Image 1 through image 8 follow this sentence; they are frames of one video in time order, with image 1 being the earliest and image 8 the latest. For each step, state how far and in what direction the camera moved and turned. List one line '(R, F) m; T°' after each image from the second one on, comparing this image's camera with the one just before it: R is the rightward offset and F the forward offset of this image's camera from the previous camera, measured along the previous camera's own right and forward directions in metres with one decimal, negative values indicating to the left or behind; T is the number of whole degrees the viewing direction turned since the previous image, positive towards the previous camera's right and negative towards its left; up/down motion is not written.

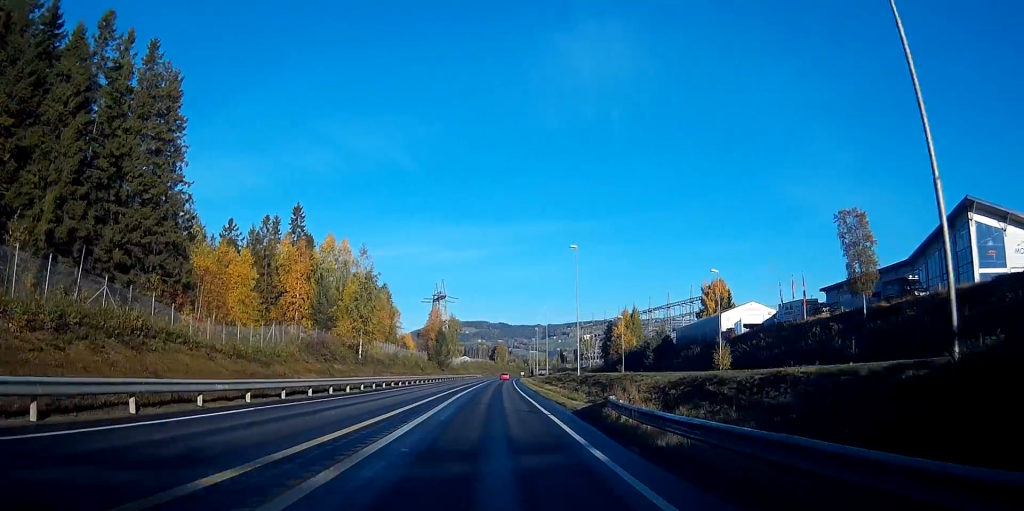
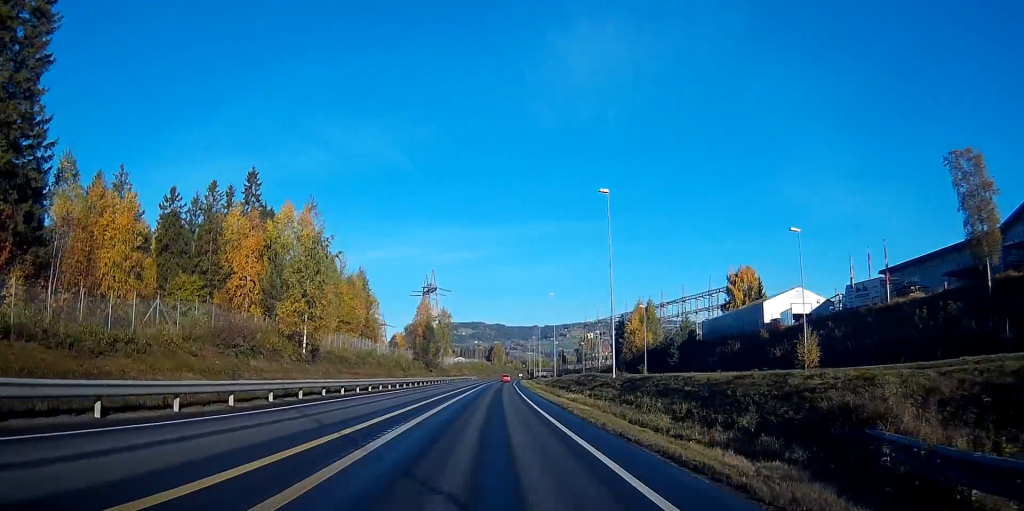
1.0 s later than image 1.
(+0.1, +21.8) m; 0°
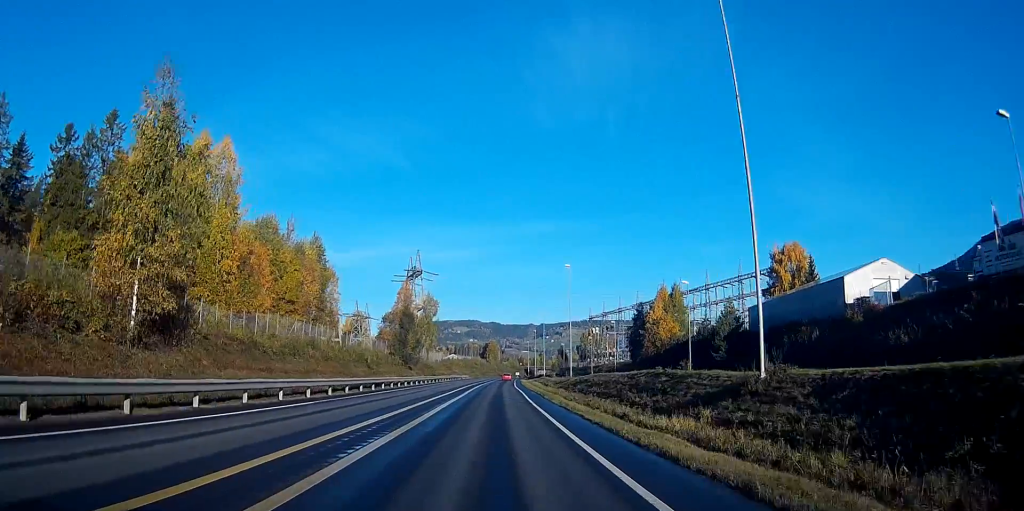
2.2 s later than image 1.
(+0.2, +27.2) m; +1°
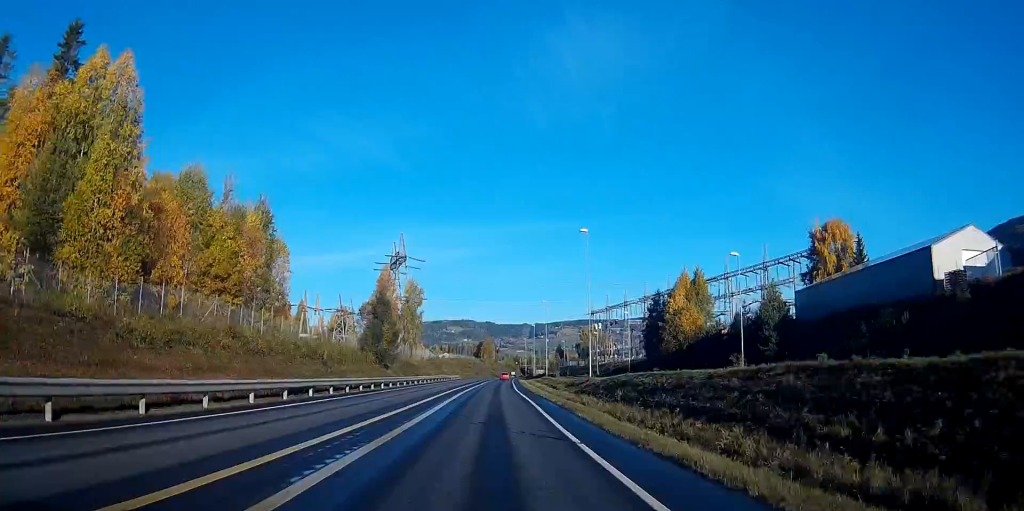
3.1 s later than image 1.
(+0.1, +19.3) m; 0°
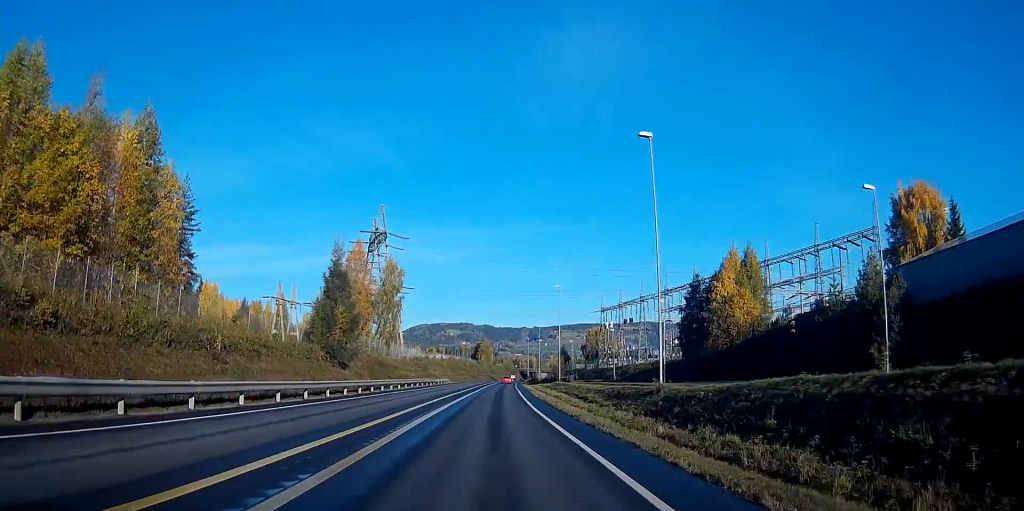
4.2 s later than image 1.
(0.0, +25.4) m; 0°
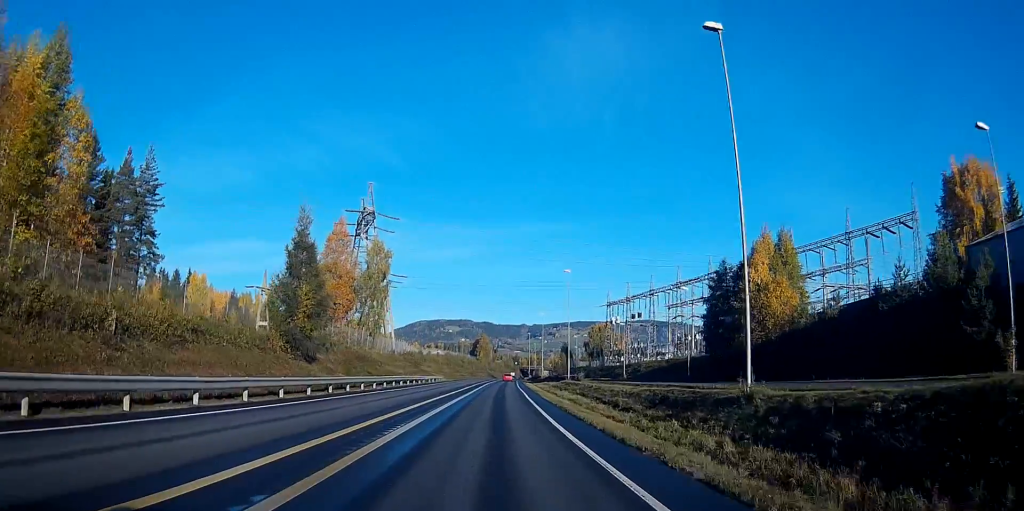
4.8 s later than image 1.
(0.0, +12.0) m; 0°
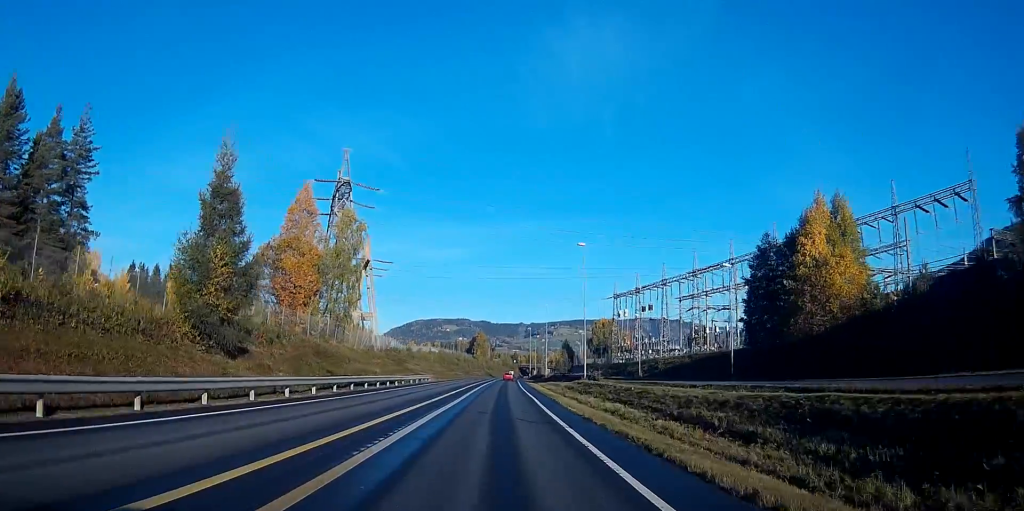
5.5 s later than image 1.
(0.0, +15.7) m; 0°
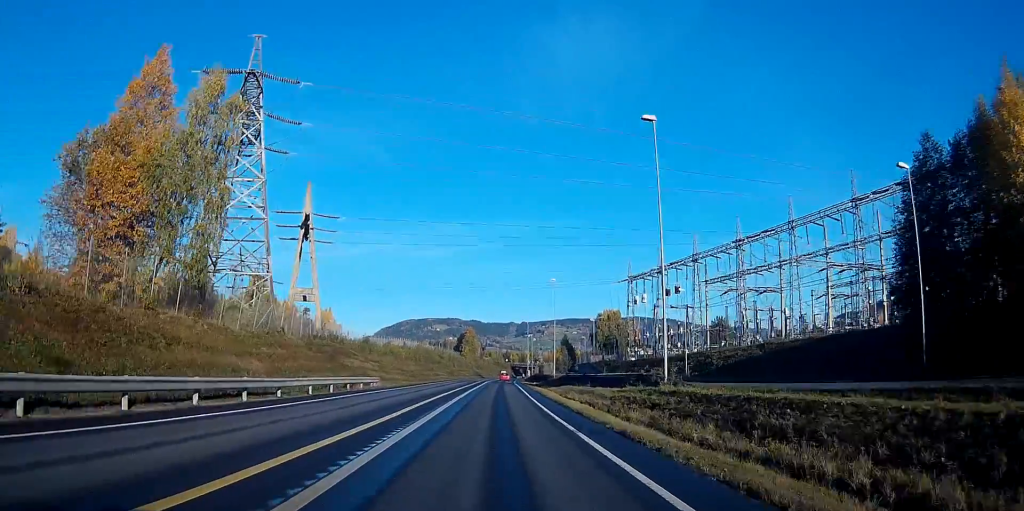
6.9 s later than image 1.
(+0.3, +32.9) m; +1°
